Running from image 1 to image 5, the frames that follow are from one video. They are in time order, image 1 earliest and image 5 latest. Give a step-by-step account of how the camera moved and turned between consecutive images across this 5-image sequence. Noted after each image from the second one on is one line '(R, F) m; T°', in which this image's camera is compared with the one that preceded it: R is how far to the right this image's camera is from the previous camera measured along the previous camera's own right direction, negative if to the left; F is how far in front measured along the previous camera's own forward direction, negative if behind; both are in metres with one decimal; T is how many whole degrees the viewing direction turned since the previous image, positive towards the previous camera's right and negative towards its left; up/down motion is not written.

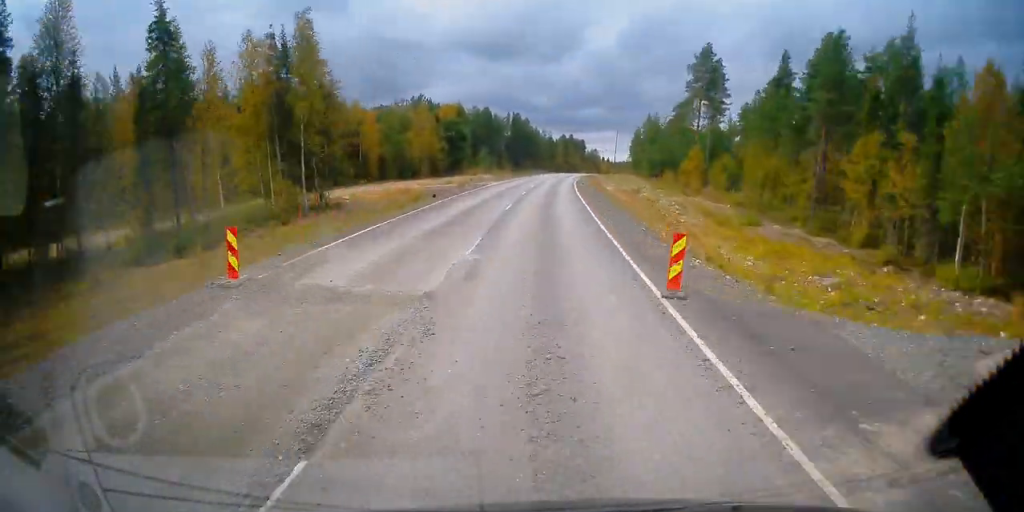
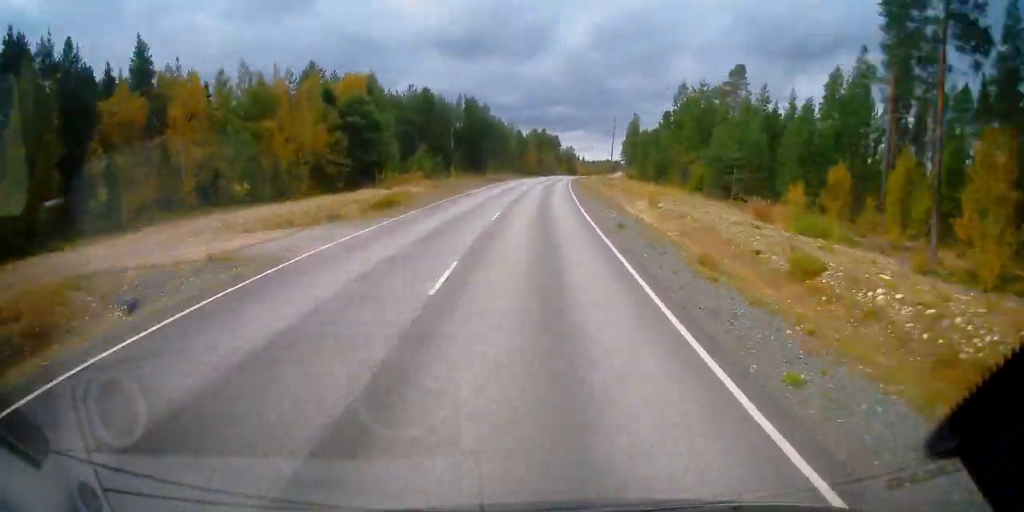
(+0.2, +40.7) m; +3°
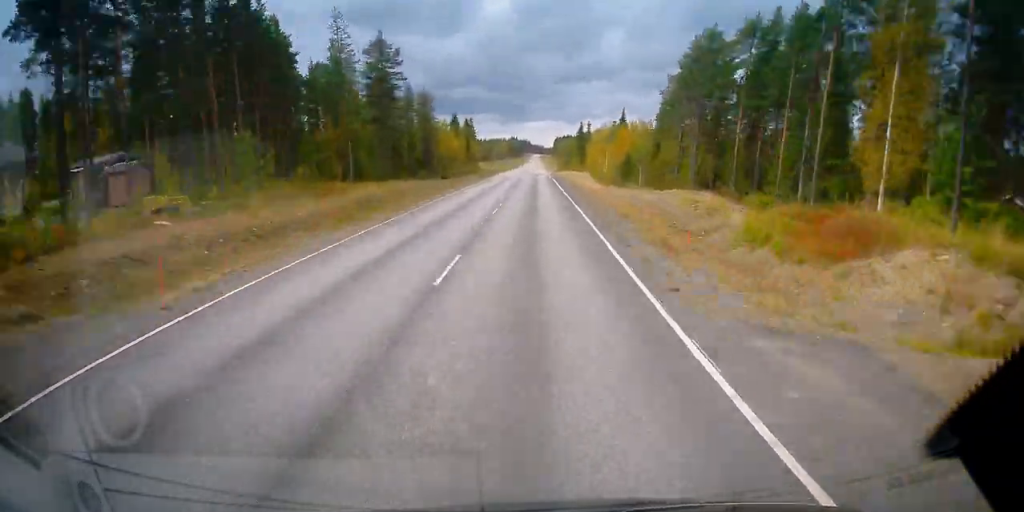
(+11.3, +193.6) m; +4°
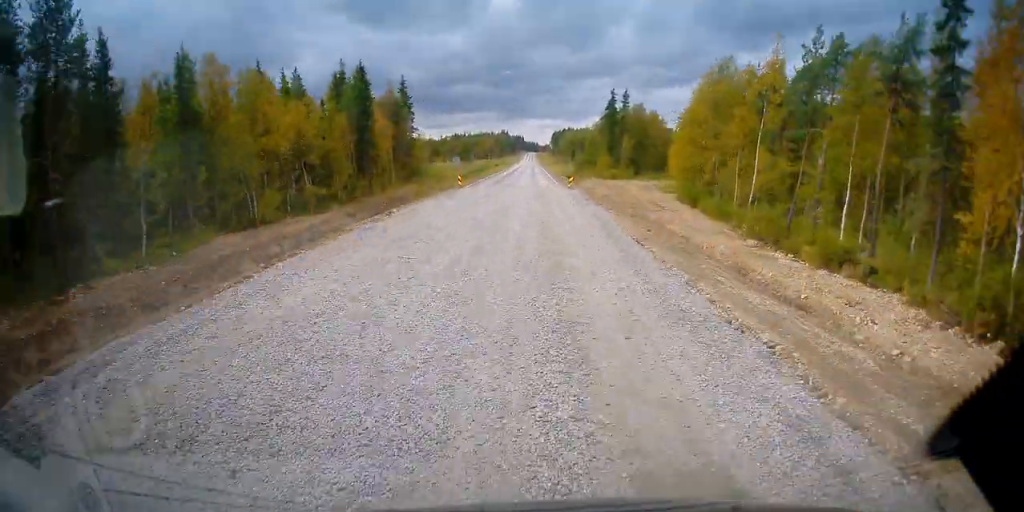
(+0.2, +66.8) m; +1°
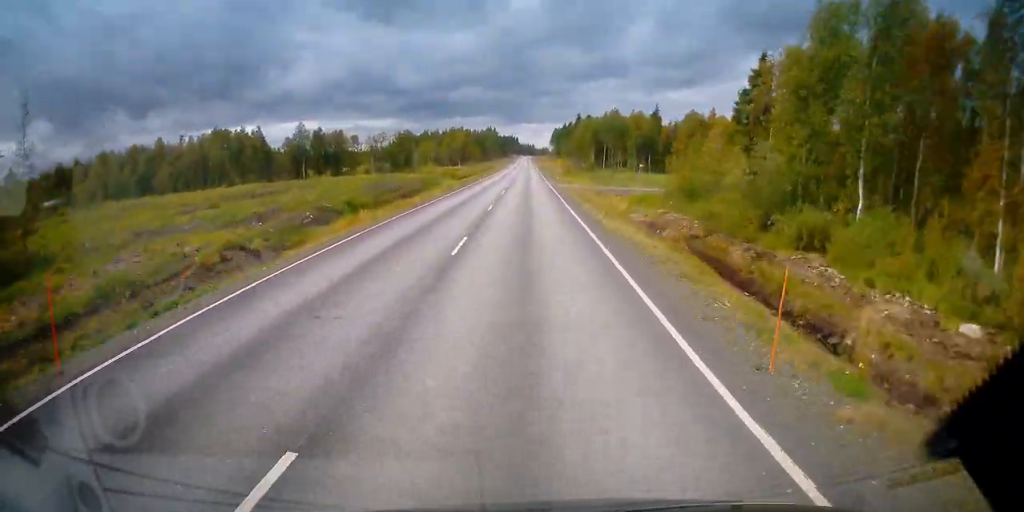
(+2.9, +112.9) m; +2°
